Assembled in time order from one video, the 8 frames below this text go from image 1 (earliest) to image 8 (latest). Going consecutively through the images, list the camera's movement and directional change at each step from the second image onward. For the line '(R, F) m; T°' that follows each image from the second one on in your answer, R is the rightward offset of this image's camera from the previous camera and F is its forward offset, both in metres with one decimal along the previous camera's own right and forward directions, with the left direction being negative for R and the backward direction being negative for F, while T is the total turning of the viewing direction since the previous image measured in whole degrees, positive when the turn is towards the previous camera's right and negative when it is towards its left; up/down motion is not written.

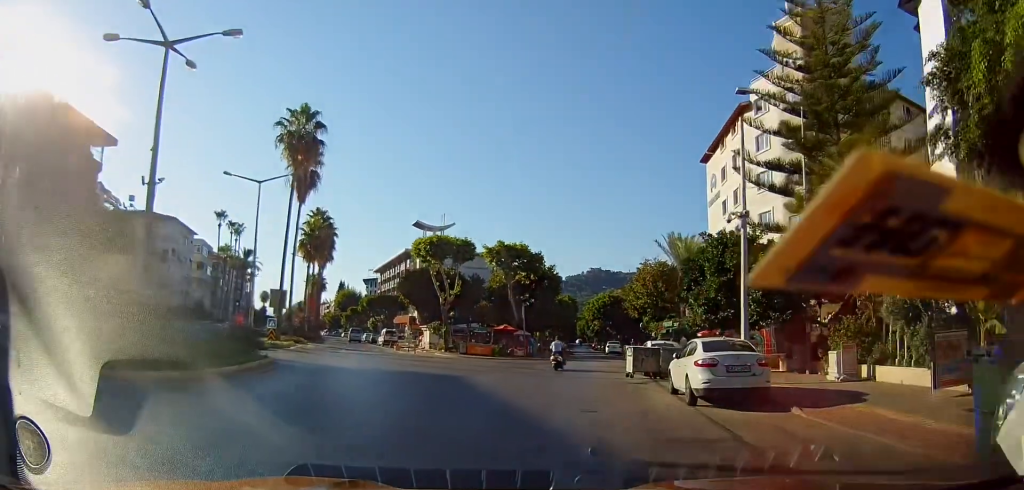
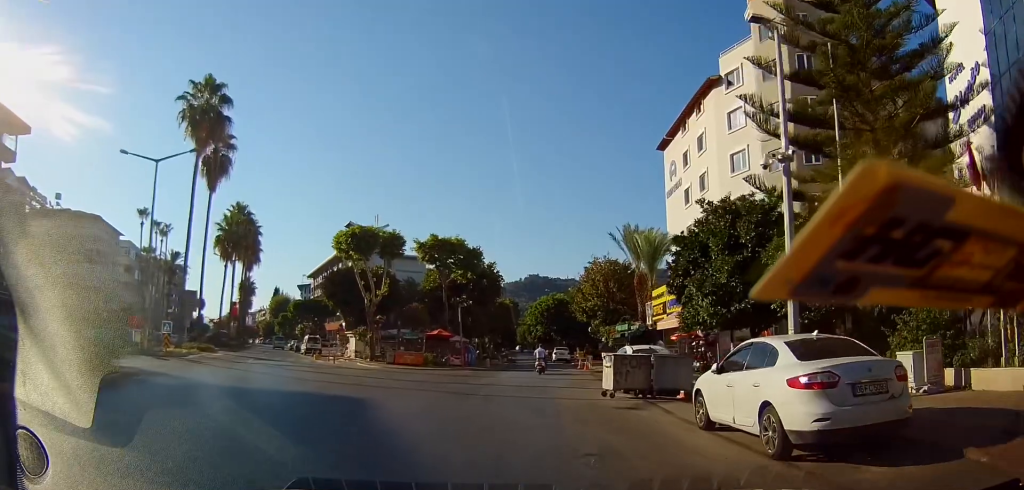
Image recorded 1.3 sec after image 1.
(+0.1, +6.2) m; -2°
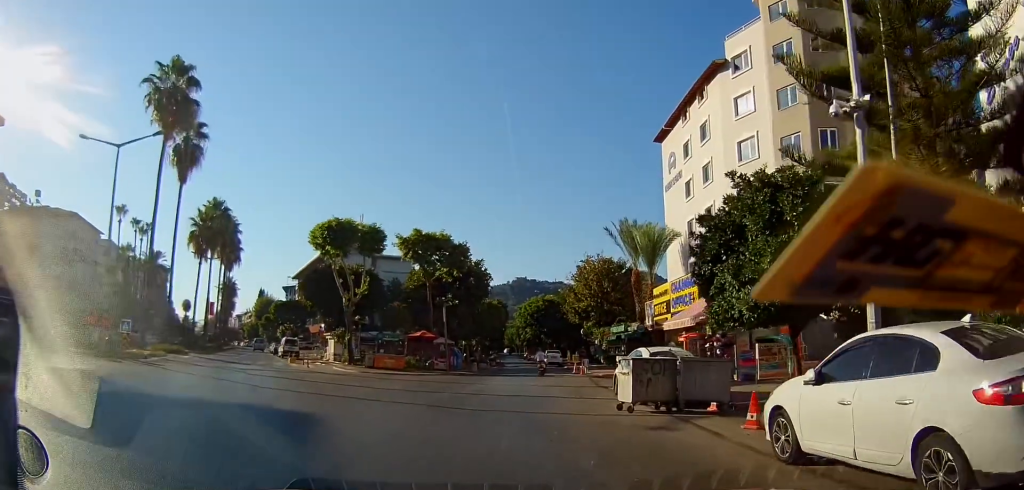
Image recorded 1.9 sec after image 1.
(-0.2, +3.1) m; 0°
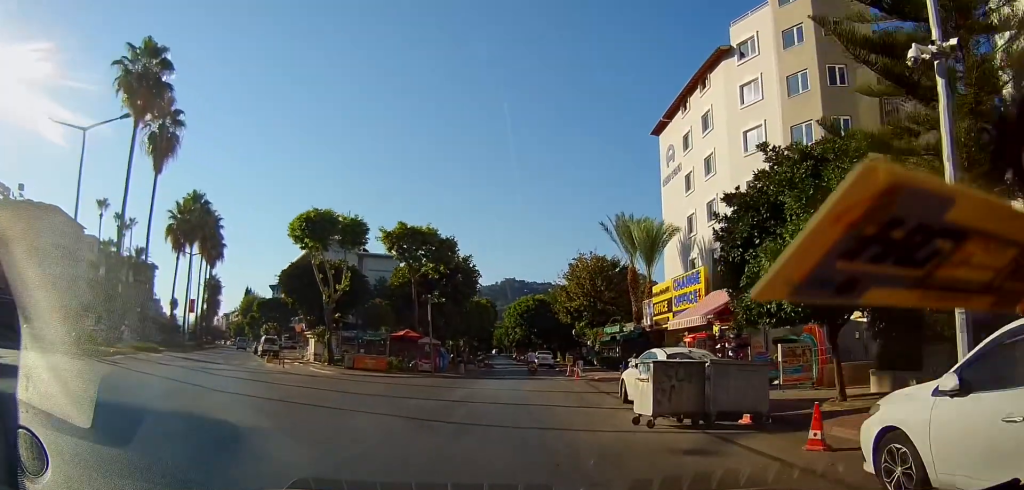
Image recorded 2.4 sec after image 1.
(0.0, +2.2) m; +1°
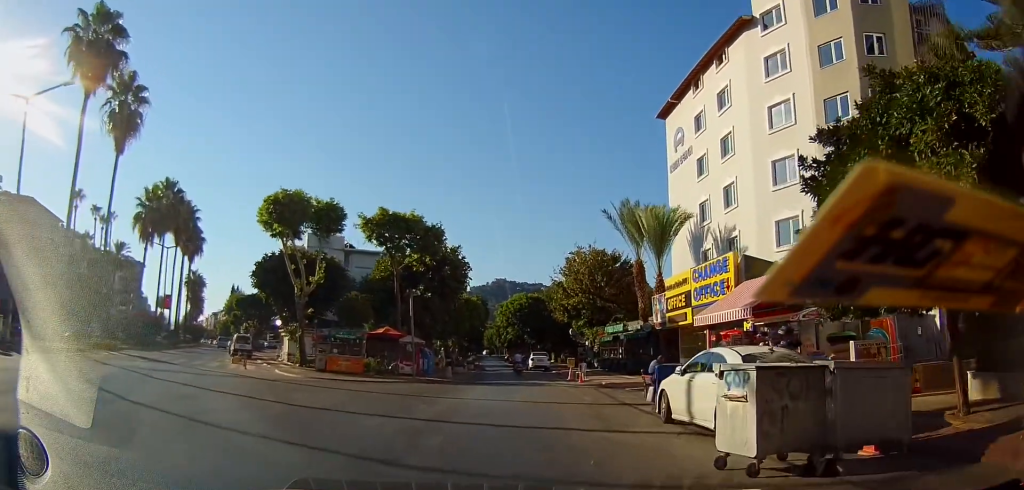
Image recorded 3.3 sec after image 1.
(+0.2, +3.9) m; +3°
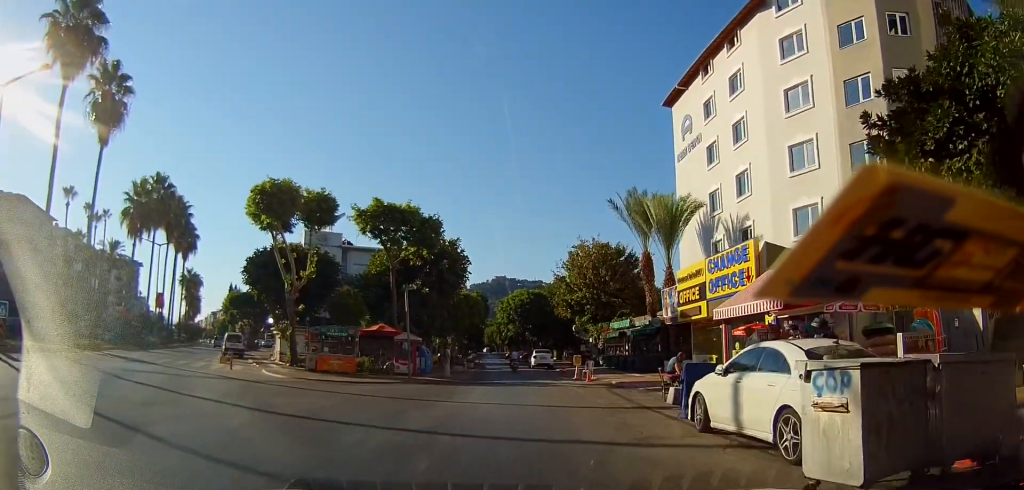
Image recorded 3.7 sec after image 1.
(0.0, +1.7) m; 0°
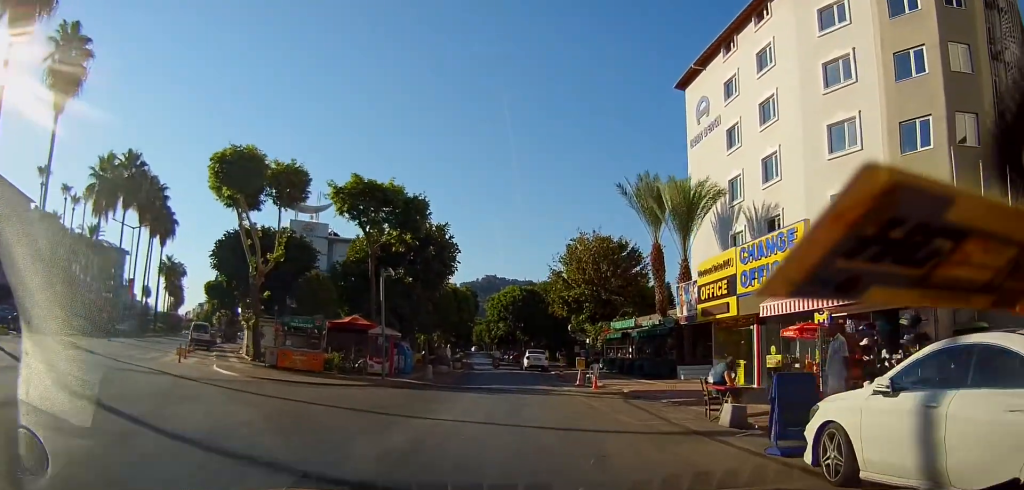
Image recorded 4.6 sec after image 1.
(0.0, +3.7) m; 0°
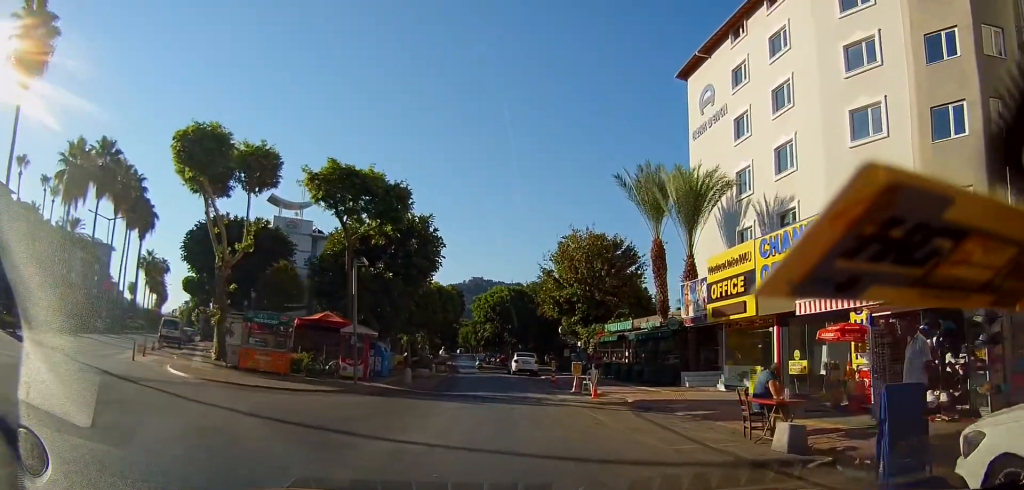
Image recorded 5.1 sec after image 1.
(0.0, +2.3) m; 0°
